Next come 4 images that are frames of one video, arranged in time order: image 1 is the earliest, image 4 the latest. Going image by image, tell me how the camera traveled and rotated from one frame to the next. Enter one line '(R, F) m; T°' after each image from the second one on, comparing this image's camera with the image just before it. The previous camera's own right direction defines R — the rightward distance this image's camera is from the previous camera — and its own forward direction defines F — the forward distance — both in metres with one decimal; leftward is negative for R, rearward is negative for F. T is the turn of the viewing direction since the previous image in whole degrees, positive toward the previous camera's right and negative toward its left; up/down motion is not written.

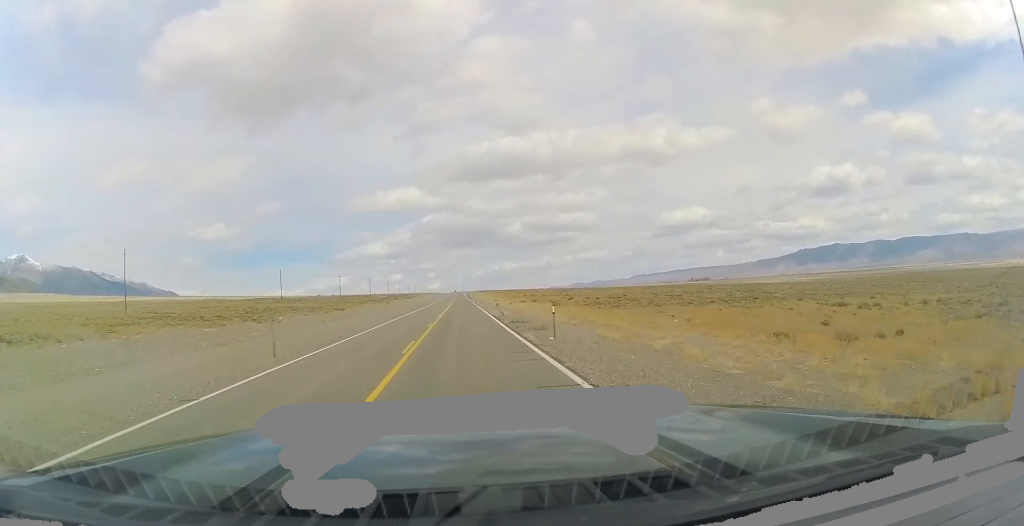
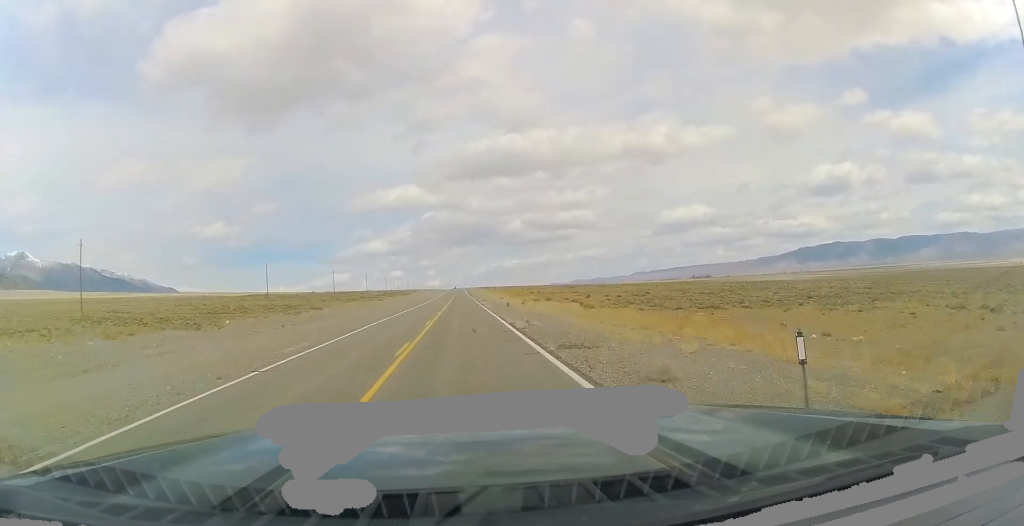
(0.0, +13.9) m; 0°
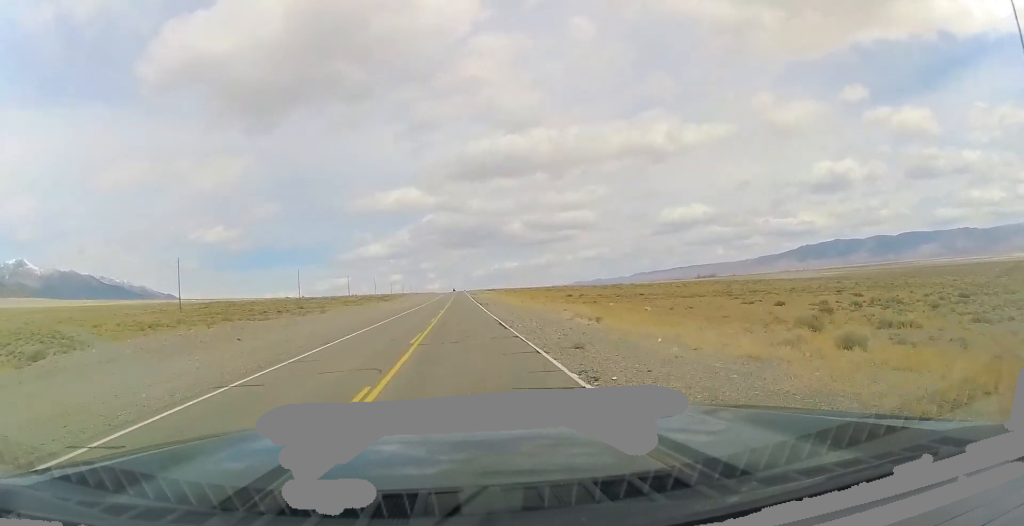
(0.0, +56.6) m; 0°
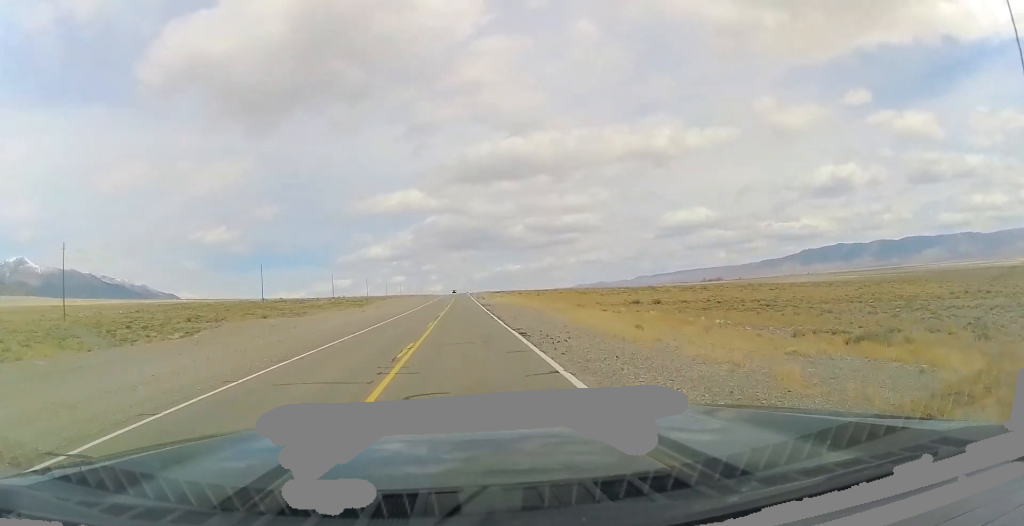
(0.0, +40.4) m; 0°
